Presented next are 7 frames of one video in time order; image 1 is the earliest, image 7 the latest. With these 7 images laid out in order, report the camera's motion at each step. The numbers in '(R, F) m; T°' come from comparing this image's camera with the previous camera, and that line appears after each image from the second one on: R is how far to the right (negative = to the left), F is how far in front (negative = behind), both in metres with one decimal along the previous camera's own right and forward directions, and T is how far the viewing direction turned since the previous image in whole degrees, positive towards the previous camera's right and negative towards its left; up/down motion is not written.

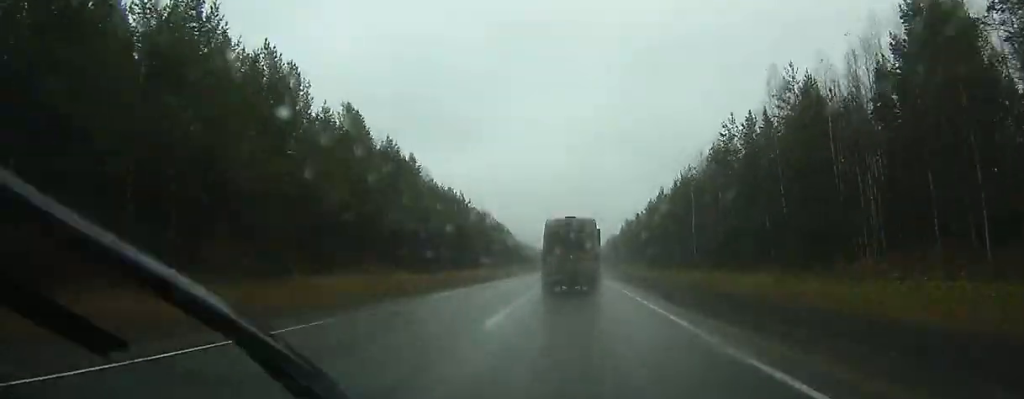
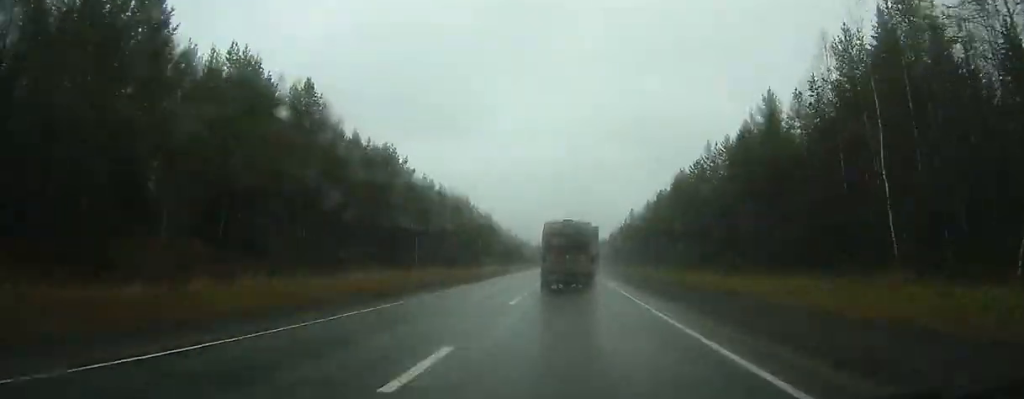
(-0.1, +42.2) m; 0°
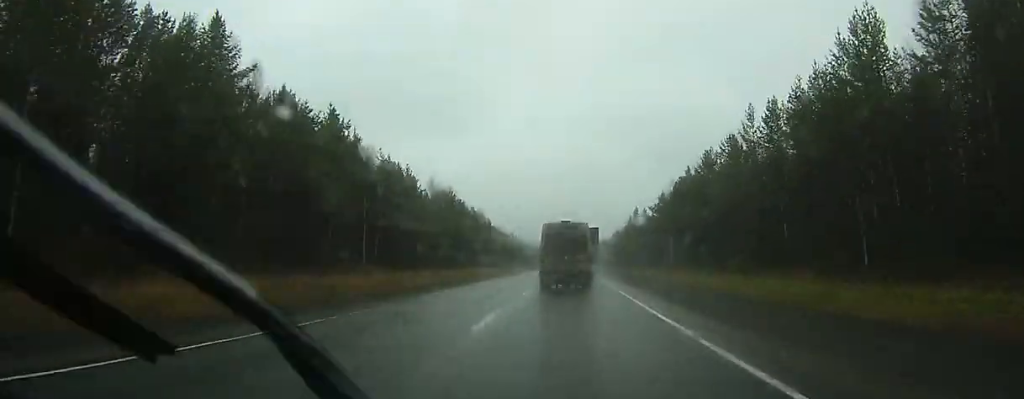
(-0.1, +18.6) m; 0°
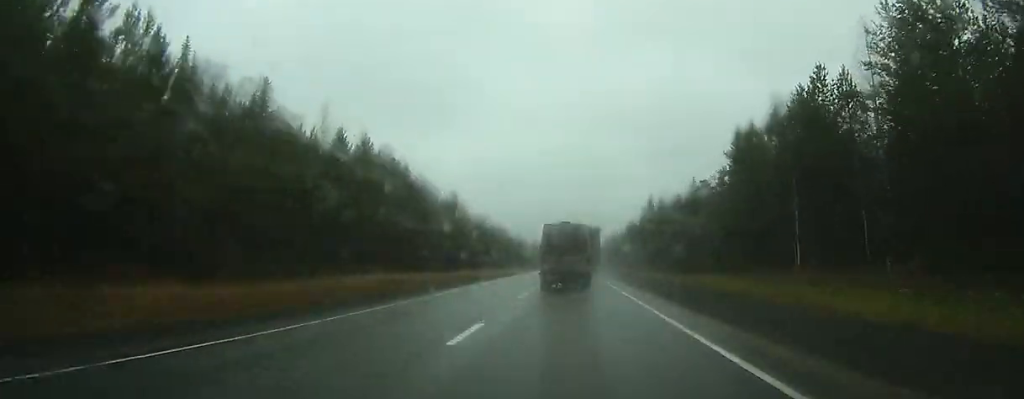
(0.0, +49.3) m; 0°
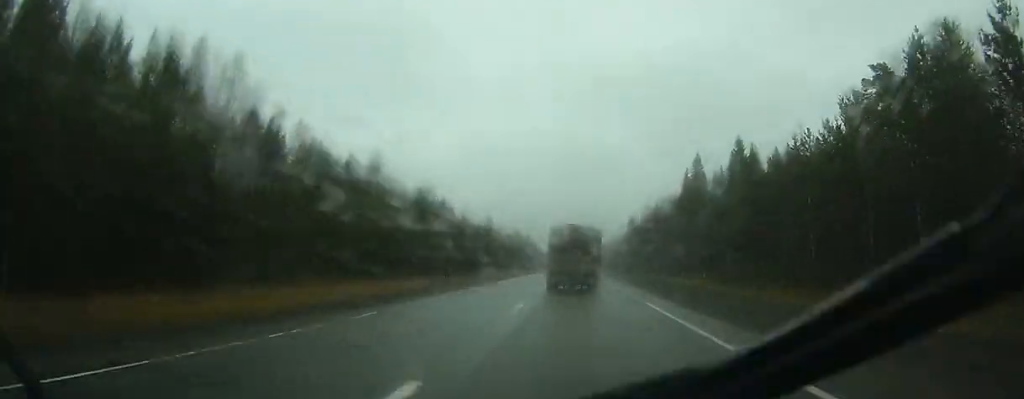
(+0.4, +100.6) m; 0°
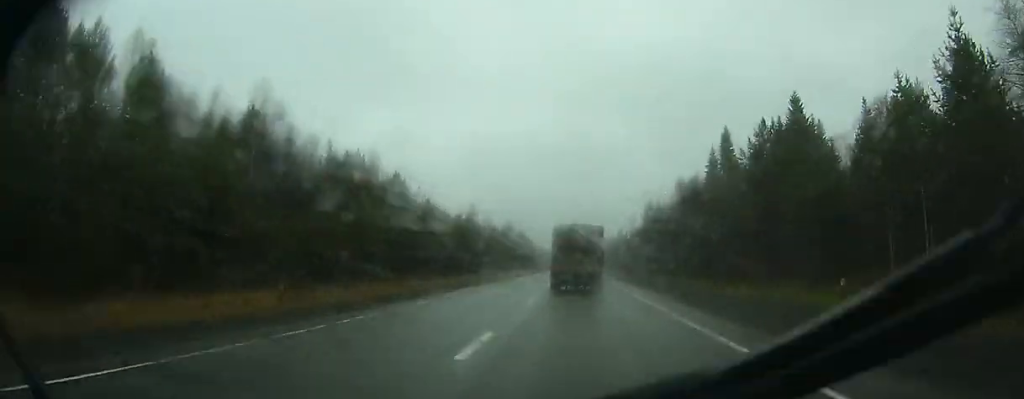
(0.0, +31.2) m; 0°
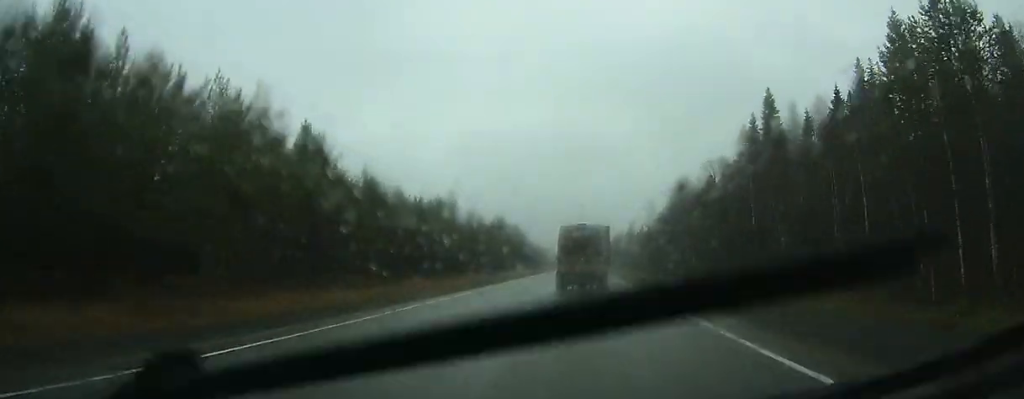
(0.0, +29.8) m; 0°
